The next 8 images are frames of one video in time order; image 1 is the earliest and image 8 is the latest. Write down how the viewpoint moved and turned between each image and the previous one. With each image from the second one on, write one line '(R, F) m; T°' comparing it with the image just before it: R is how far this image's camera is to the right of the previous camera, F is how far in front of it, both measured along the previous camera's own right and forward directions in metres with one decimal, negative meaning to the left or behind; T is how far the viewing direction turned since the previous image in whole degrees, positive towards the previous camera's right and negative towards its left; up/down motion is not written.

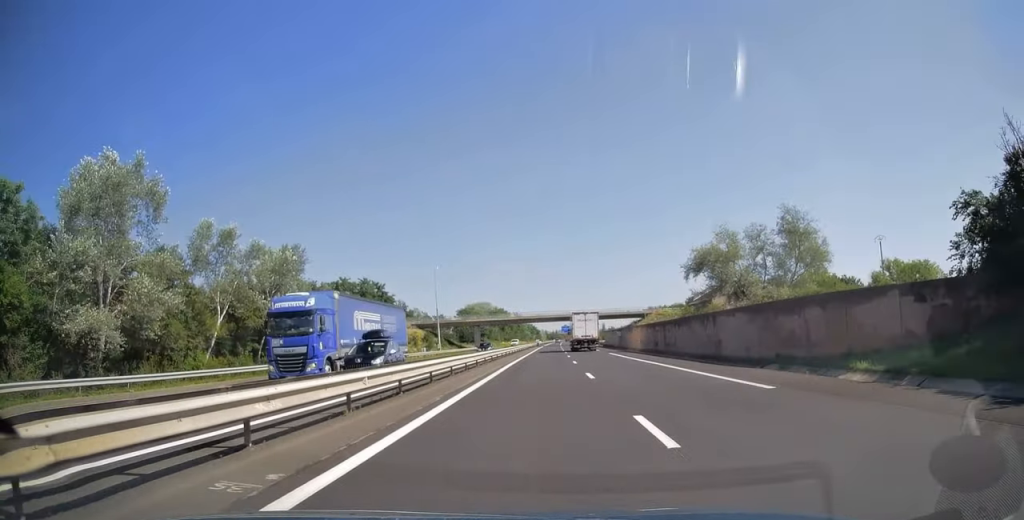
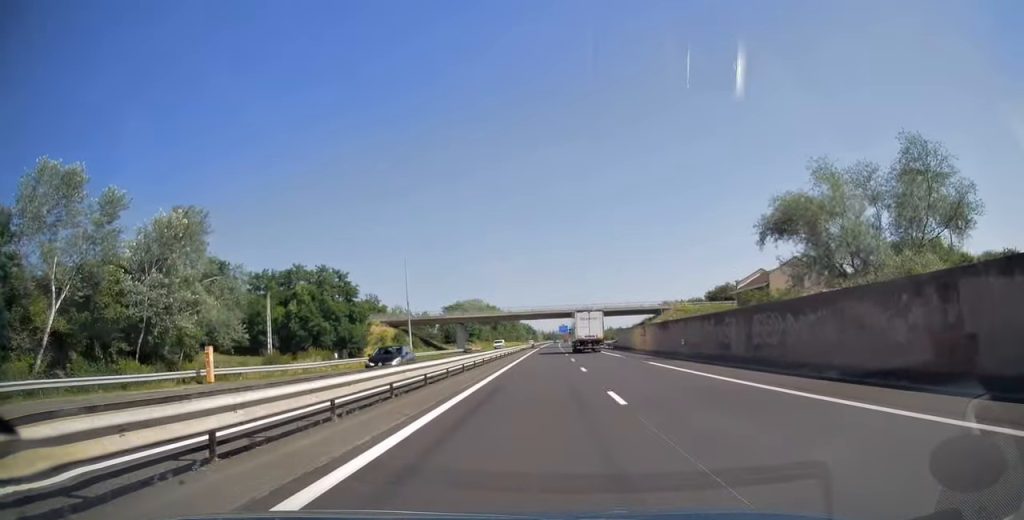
(+0.1, +21.1) m; 0°
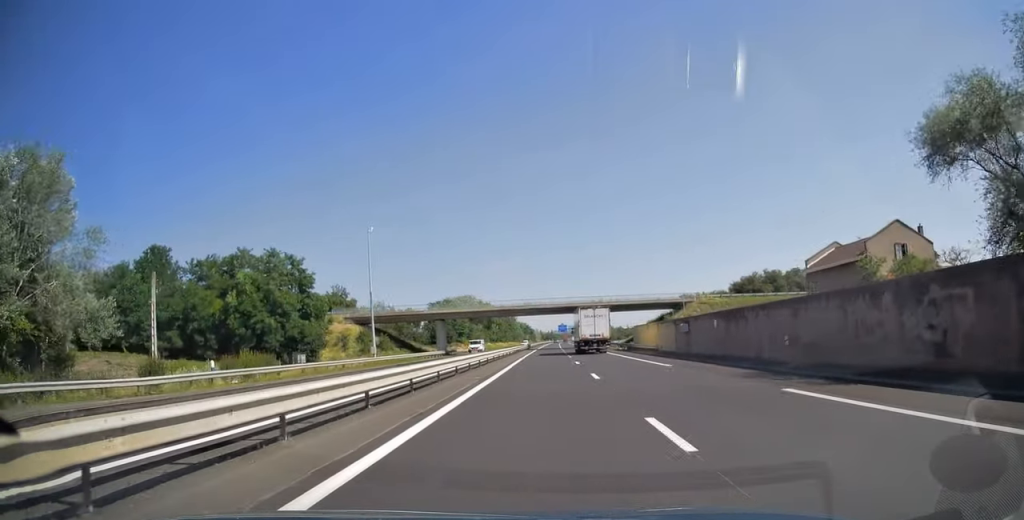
(0.0, +18.2) m; 0°
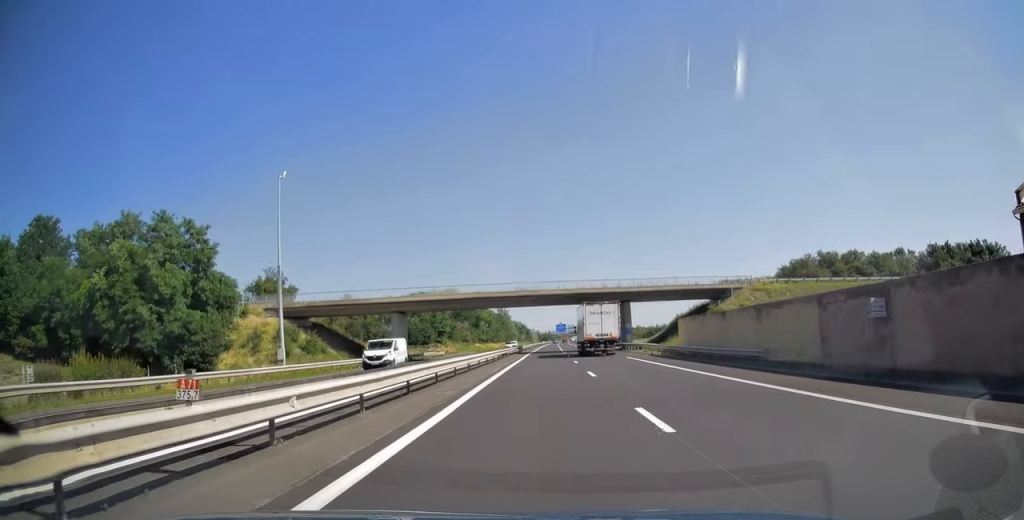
(+0.1, +24.5) m; 0°
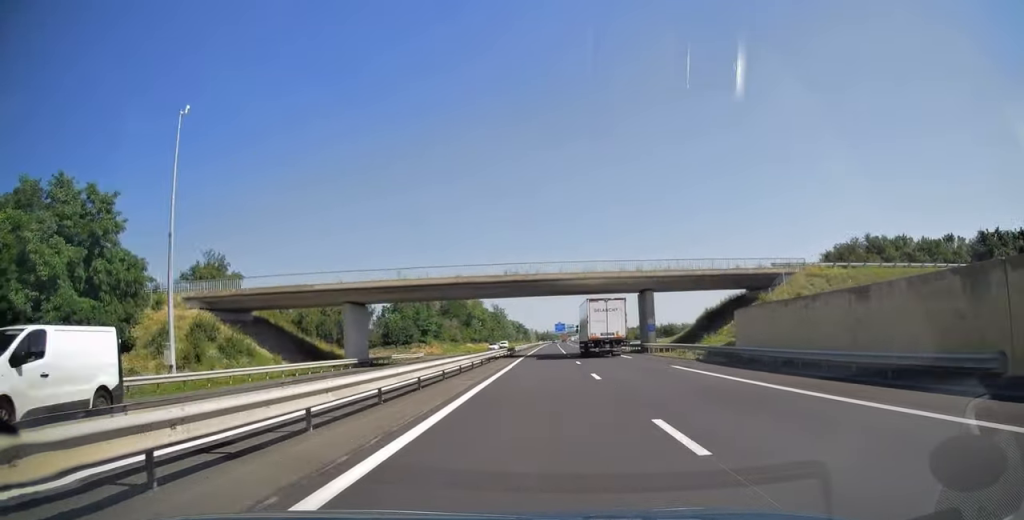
(0.0, +14.8) m; 0°
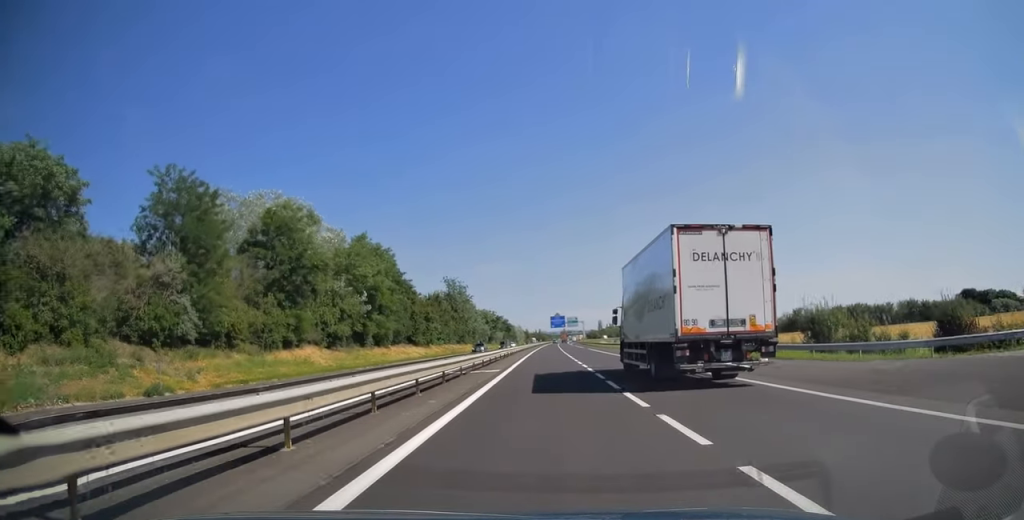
(+0.8, +98.7) m; +1°
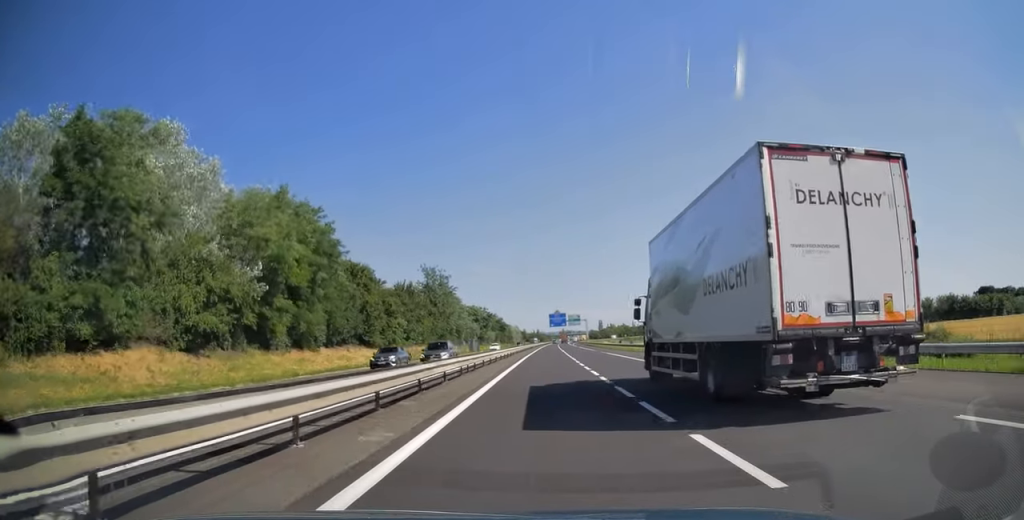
(+0.1, +23.8) m; 0°
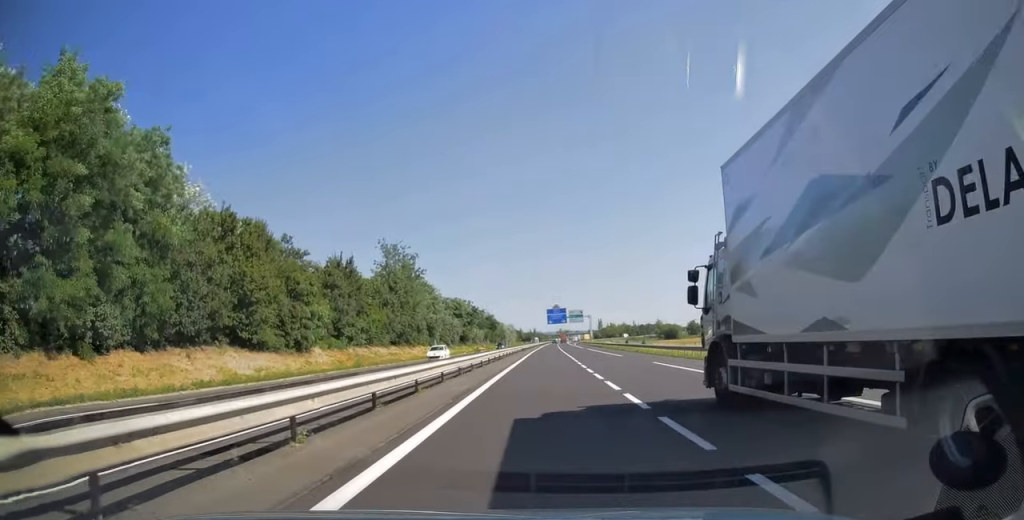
(+0.1, +28.4) m; 0°
